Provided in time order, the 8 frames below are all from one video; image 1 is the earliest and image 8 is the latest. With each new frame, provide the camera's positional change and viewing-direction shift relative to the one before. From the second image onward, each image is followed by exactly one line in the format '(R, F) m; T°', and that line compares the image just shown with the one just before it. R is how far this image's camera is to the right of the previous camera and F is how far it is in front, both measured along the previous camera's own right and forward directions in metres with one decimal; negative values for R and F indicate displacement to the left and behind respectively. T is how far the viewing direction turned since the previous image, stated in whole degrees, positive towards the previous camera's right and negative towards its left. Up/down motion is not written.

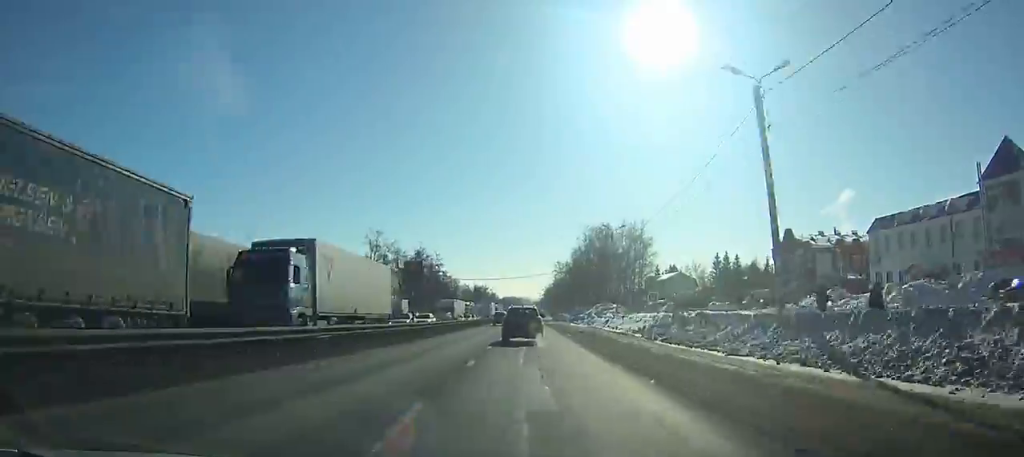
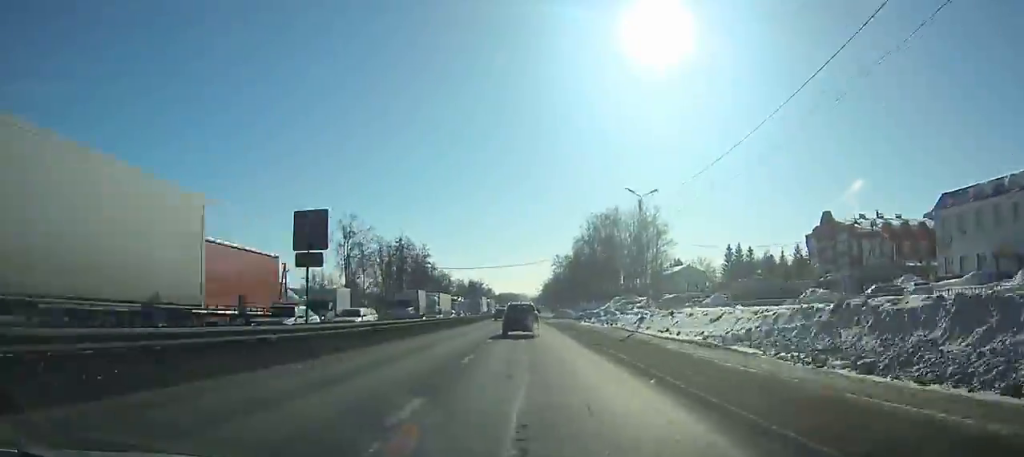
(0.0, +13.9) m; 0°
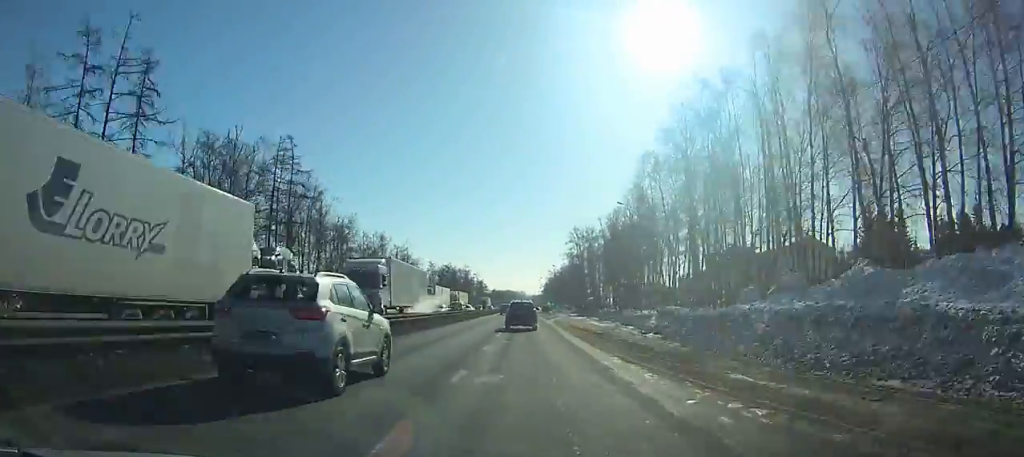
(+0.5, +80.2) m; +1°
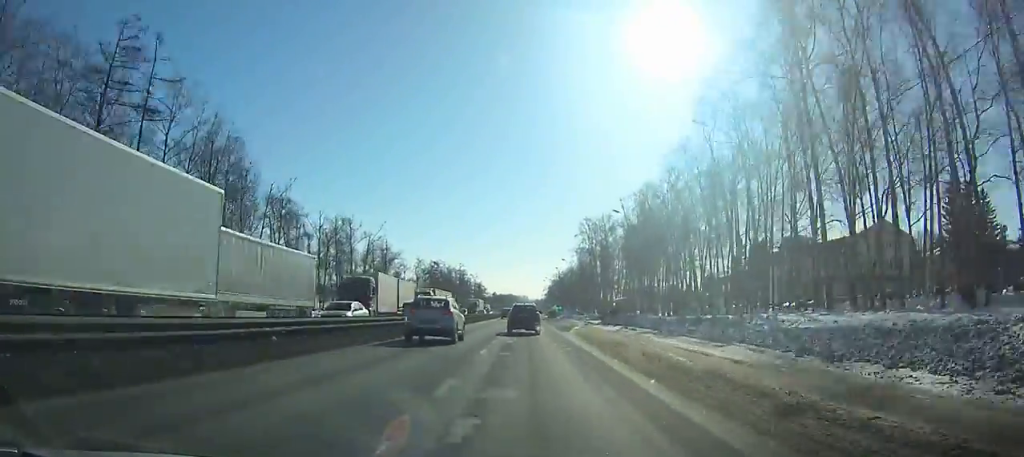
(0.0, +25.4) m; 0°
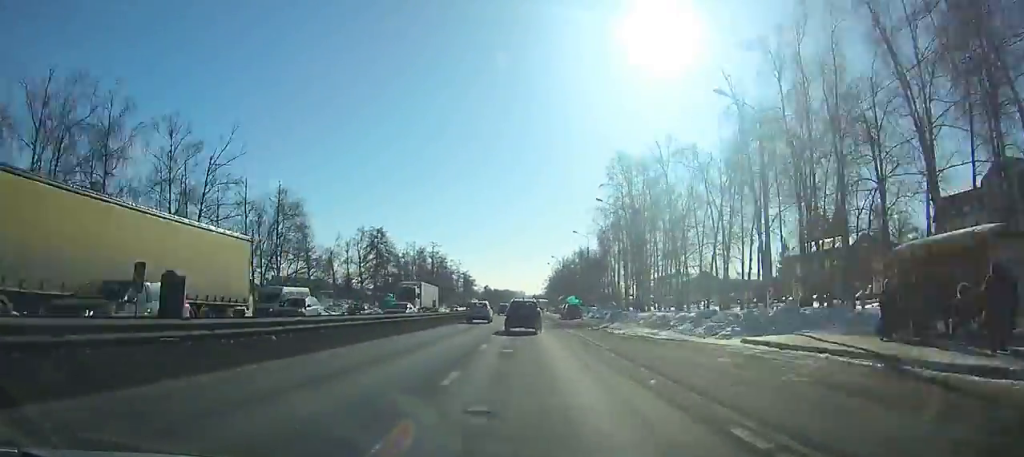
(+0.1, +54.1) m; 0°
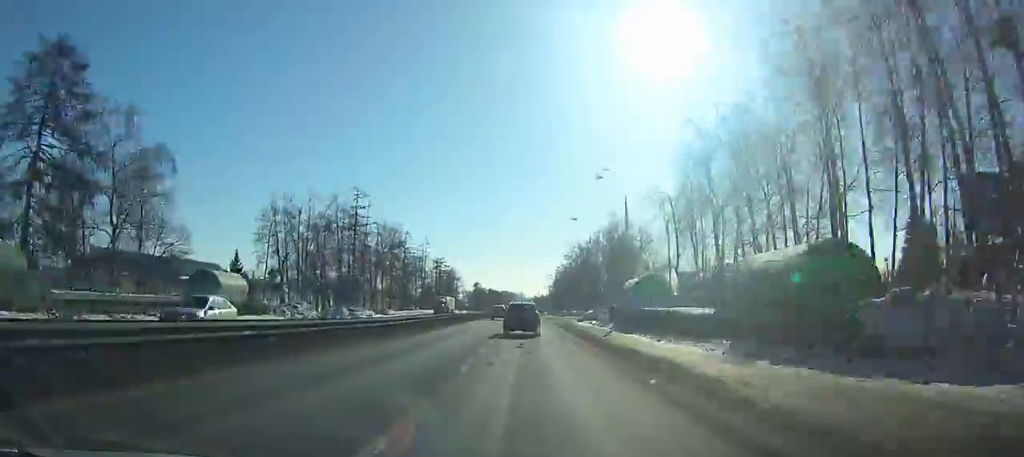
(+0.3, +74.3) m; 0°
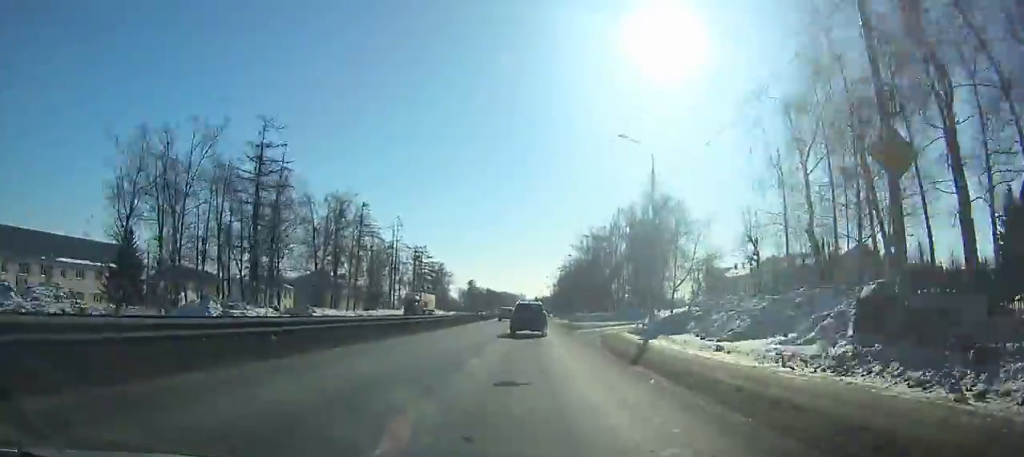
(+0.1, +32.9) m; 0°
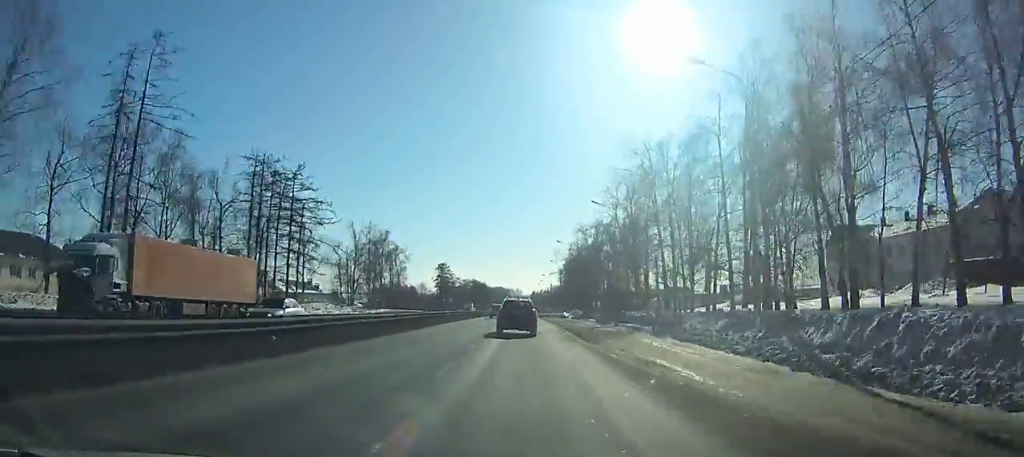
(+0.1, +72.1) m; 0°
